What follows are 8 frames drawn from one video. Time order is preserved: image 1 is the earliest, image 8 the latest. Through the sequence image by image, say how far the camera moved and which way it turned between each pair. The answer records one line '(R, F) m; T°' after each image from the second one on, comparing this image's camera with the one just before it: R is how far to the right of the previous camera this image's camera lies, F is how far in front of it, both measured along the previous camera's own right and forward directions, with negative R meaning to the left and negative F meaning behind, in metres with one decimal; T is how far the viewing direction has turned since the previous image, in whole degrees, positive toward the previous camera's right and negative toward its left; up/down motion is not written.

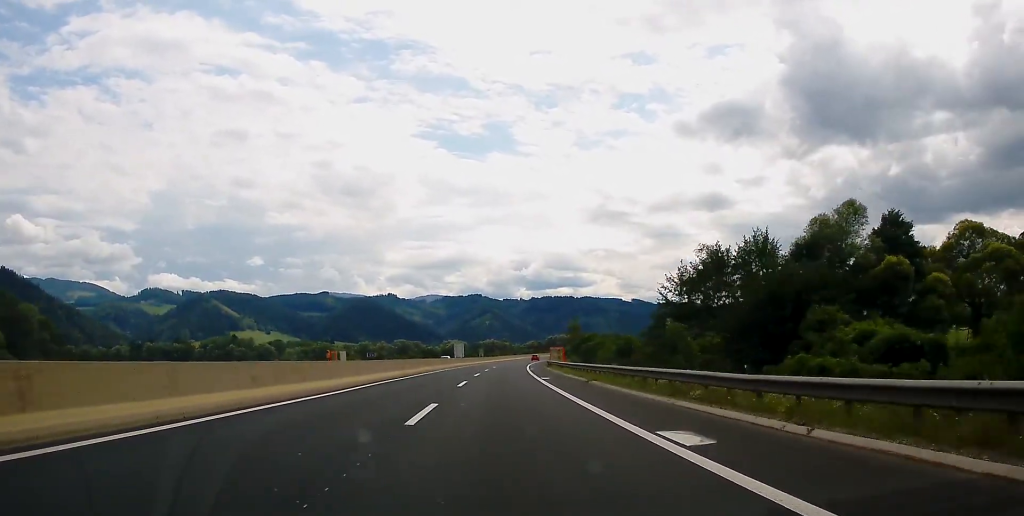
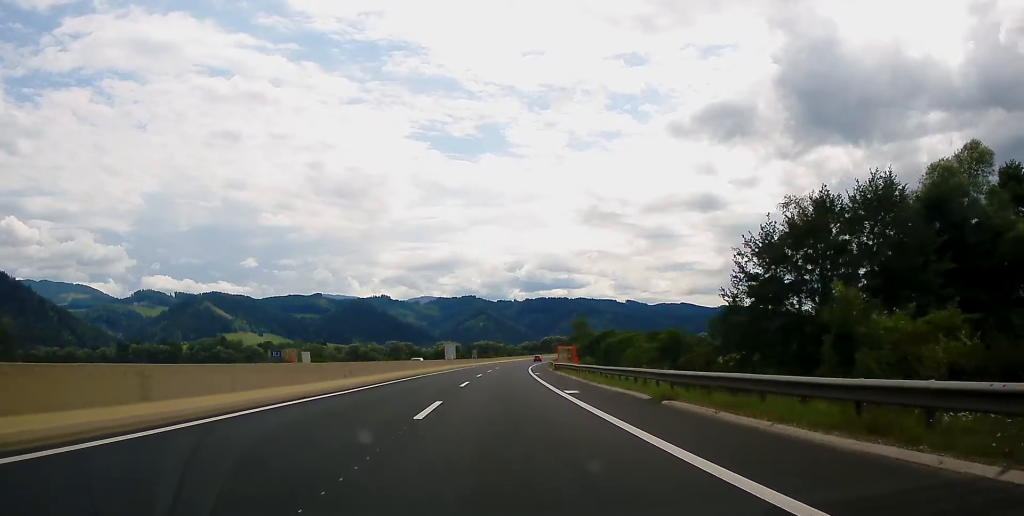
(-0.2, +16.4) m; +1°
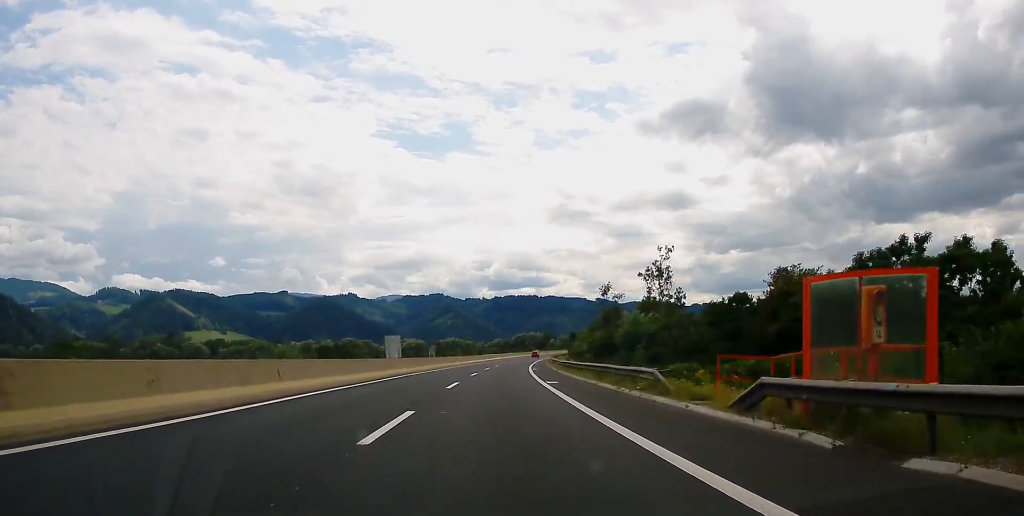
(+1.5, +58.5) m; +2°
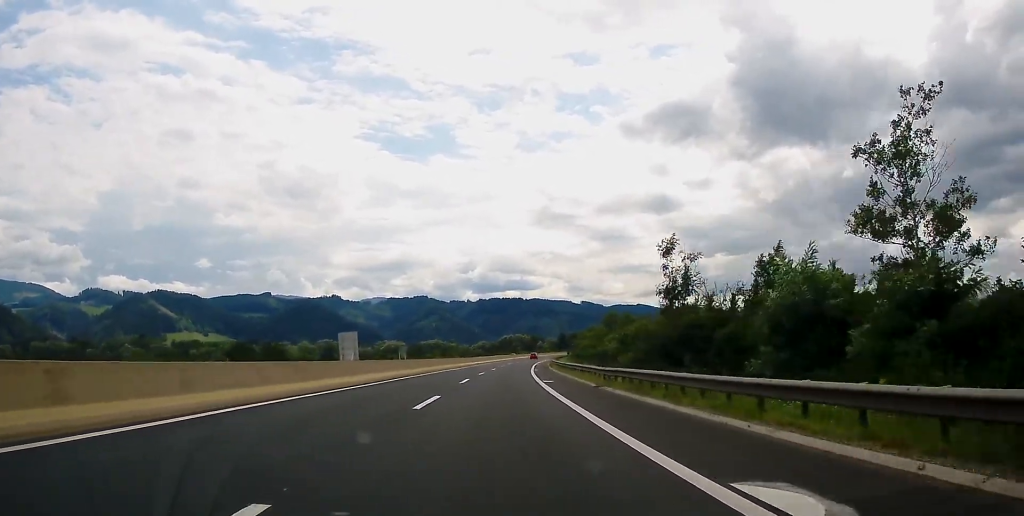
(+0.1, +28.3) m; +1°
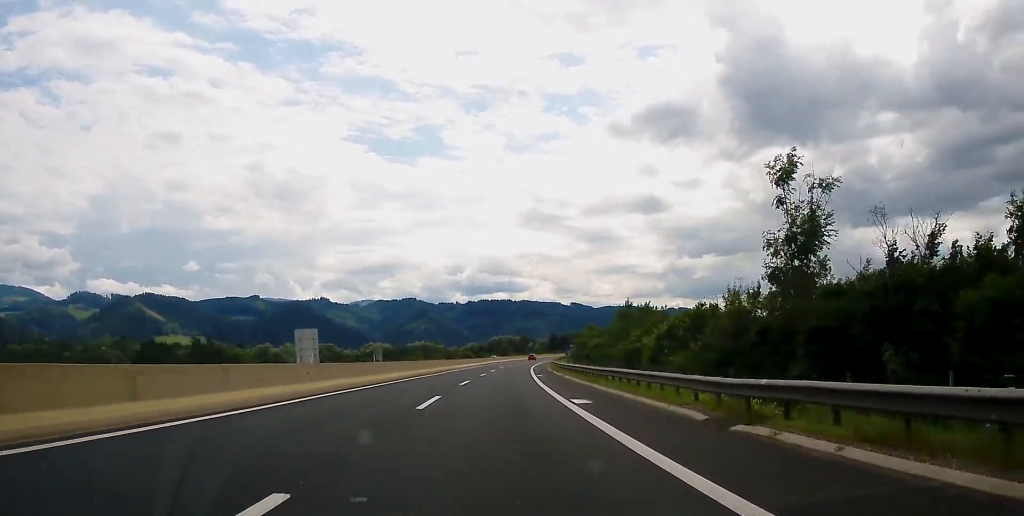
(-0.1, +17.3) m; +1°
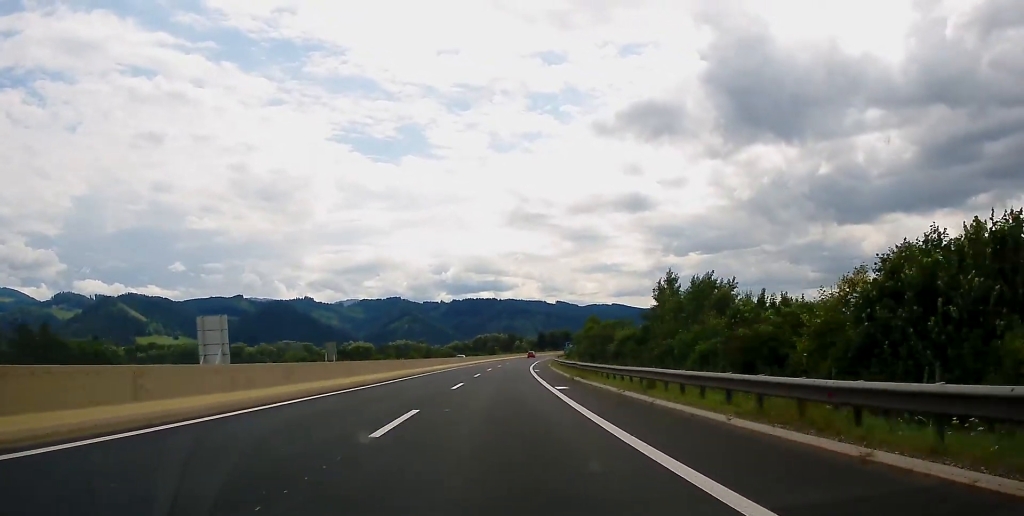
(+0.5, +24.8) m; +1°
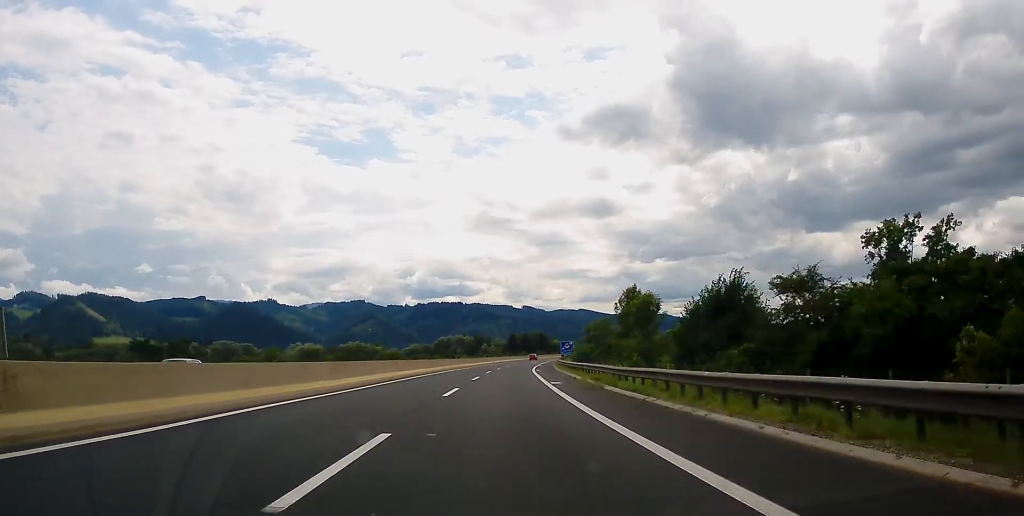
(+1.1, +60.0) m; +2°
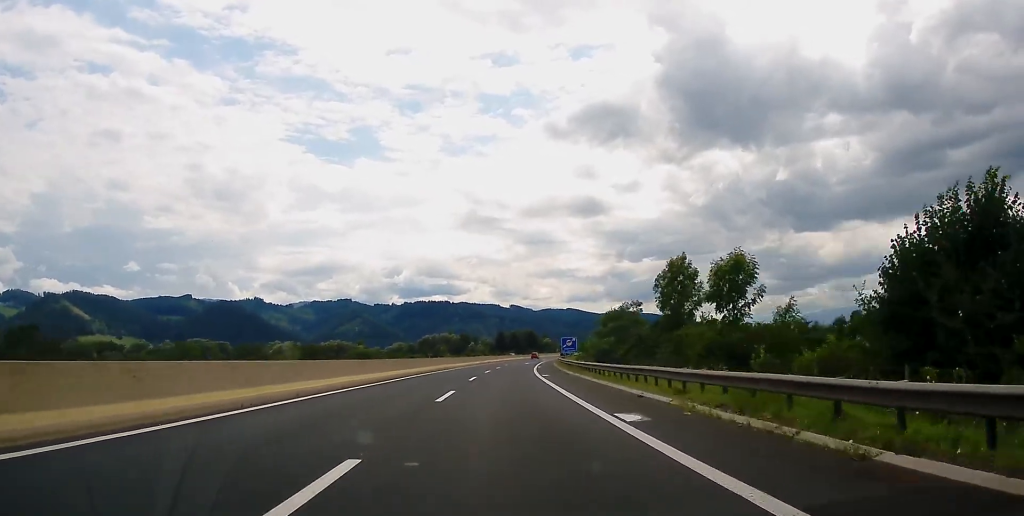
(0.0, +21.1) m; +1°
